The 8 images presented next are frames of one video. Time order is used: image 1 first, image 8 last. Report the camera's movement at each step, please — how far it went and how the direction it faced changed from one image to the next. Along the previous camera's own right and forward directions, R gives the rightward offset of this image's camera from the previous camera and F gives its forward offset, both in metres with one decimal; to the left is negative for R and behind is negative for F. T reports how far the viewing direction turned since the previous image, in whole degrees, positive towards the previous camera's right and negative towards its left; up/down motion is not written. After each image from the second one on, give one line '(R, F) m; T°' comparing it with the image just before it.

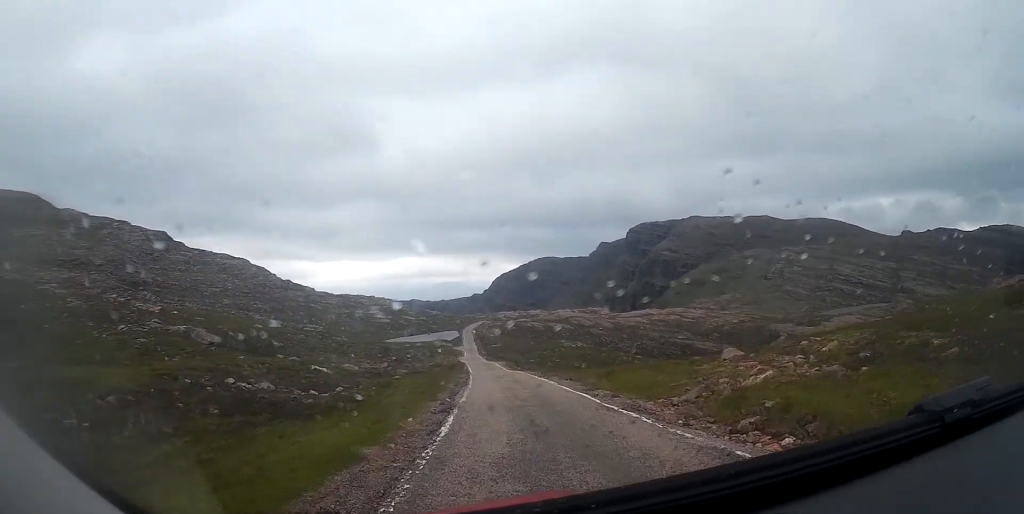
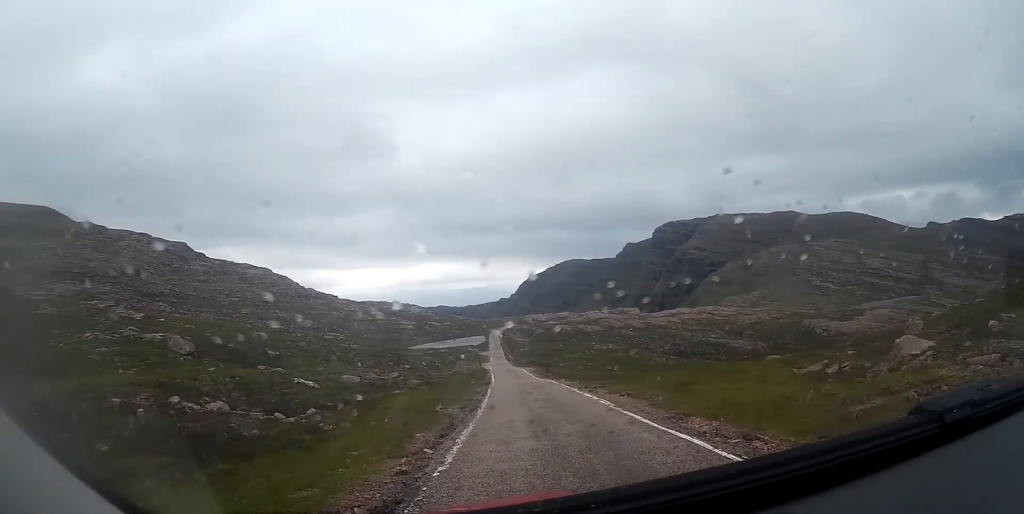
(-0.2, +6.8) m; 0°
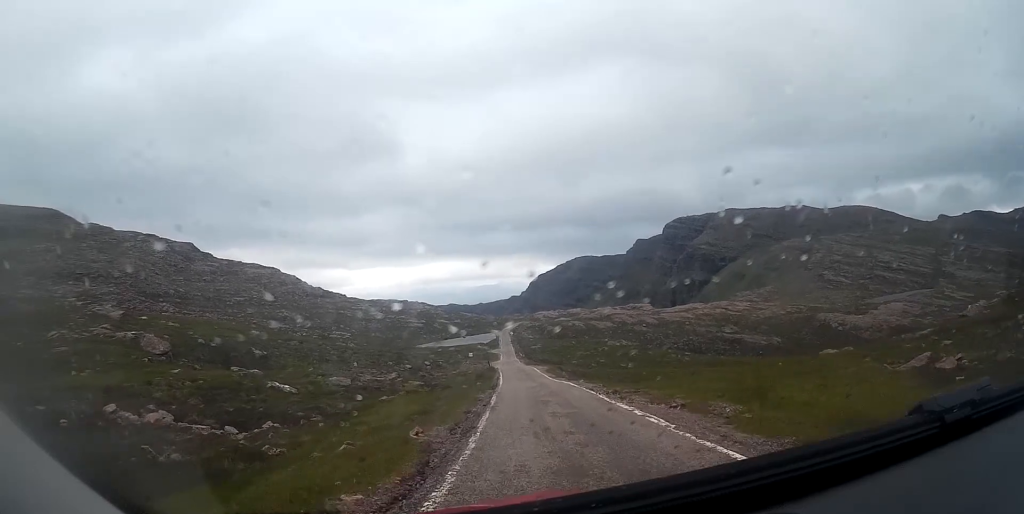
(0.0, +4.4) m; +1°
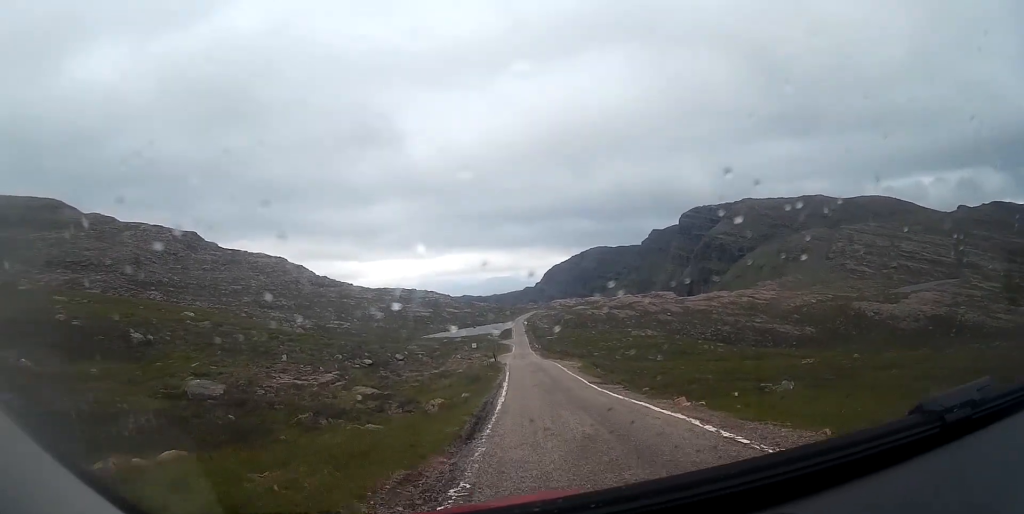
(-0.6, +16.0) m; -5°
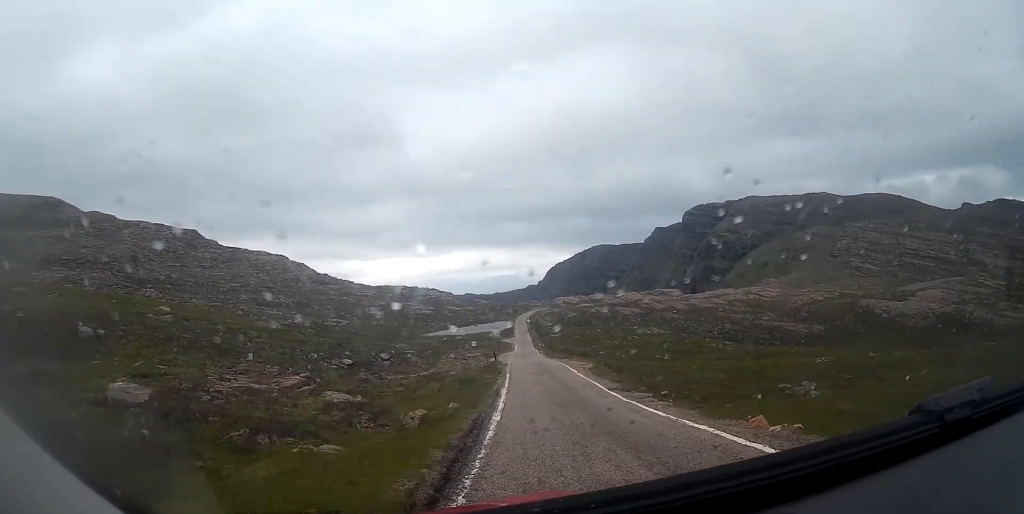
(0.0, +4.0) m; -1°
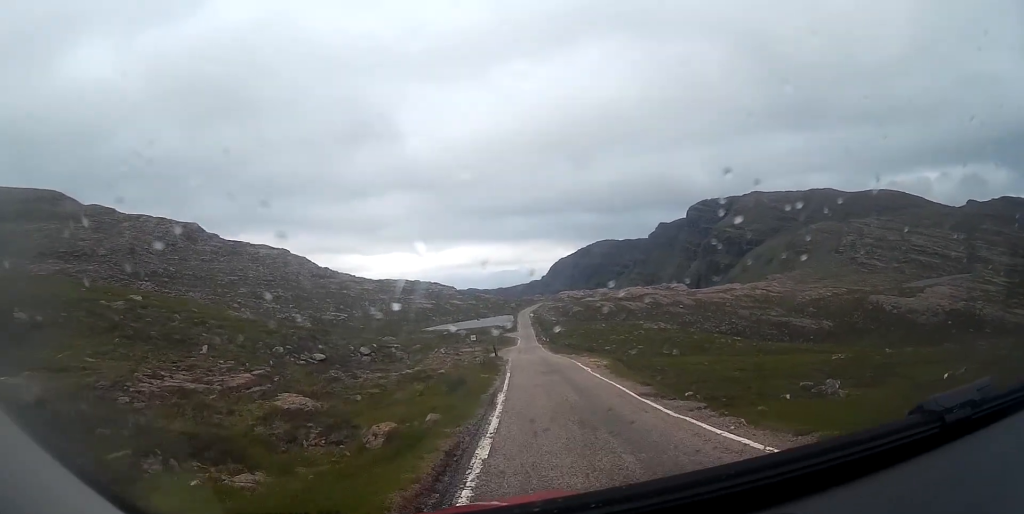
(0.0, +4.1) m; -1°
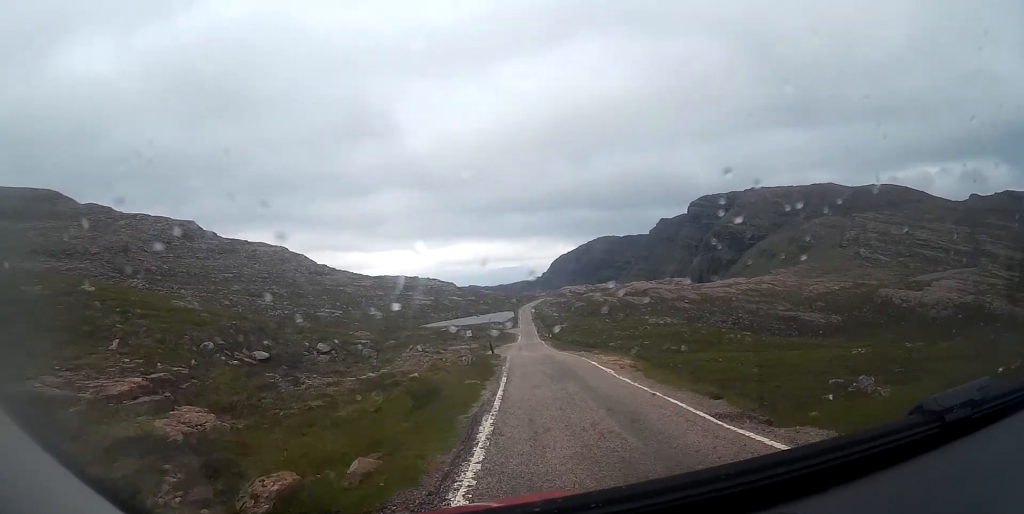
(-0.1, +5.2) m; -1°
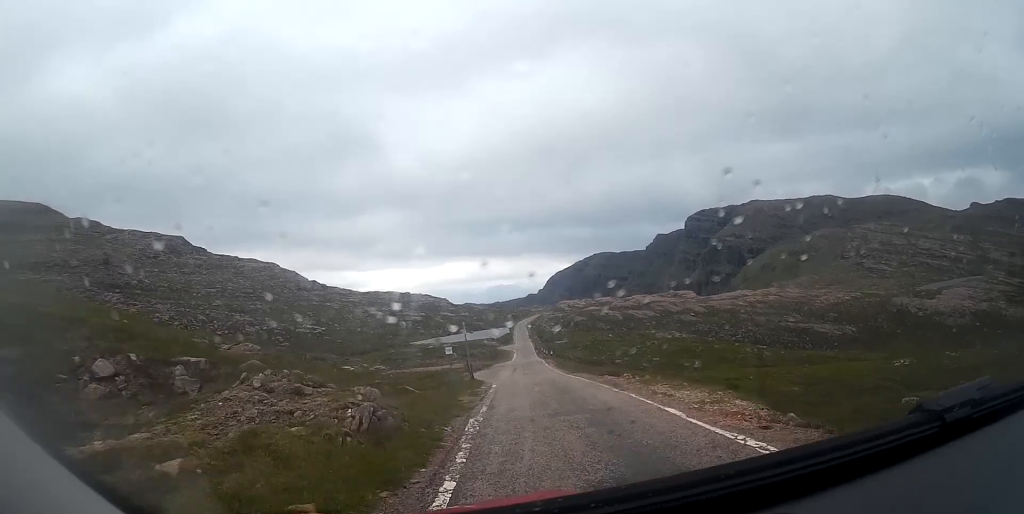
(0.0, +10.7) m; +1°
